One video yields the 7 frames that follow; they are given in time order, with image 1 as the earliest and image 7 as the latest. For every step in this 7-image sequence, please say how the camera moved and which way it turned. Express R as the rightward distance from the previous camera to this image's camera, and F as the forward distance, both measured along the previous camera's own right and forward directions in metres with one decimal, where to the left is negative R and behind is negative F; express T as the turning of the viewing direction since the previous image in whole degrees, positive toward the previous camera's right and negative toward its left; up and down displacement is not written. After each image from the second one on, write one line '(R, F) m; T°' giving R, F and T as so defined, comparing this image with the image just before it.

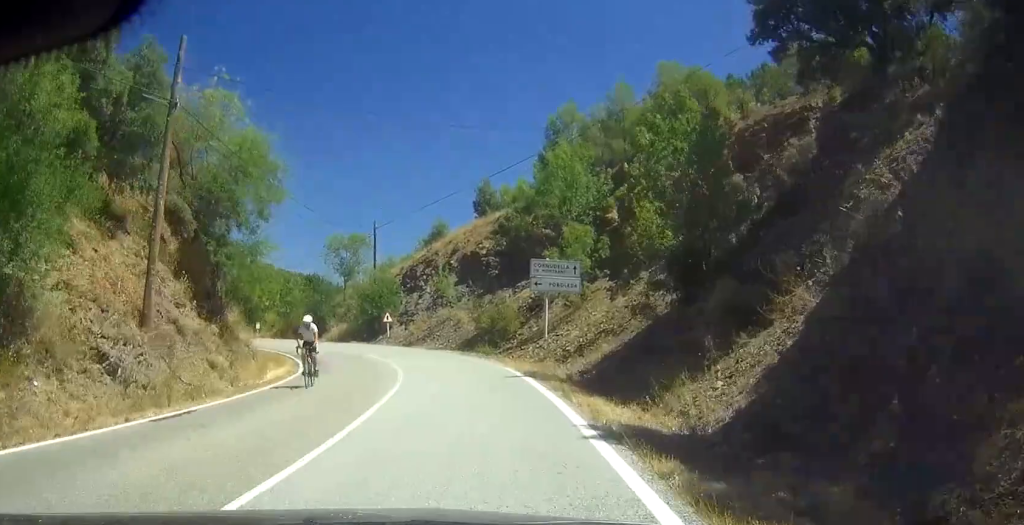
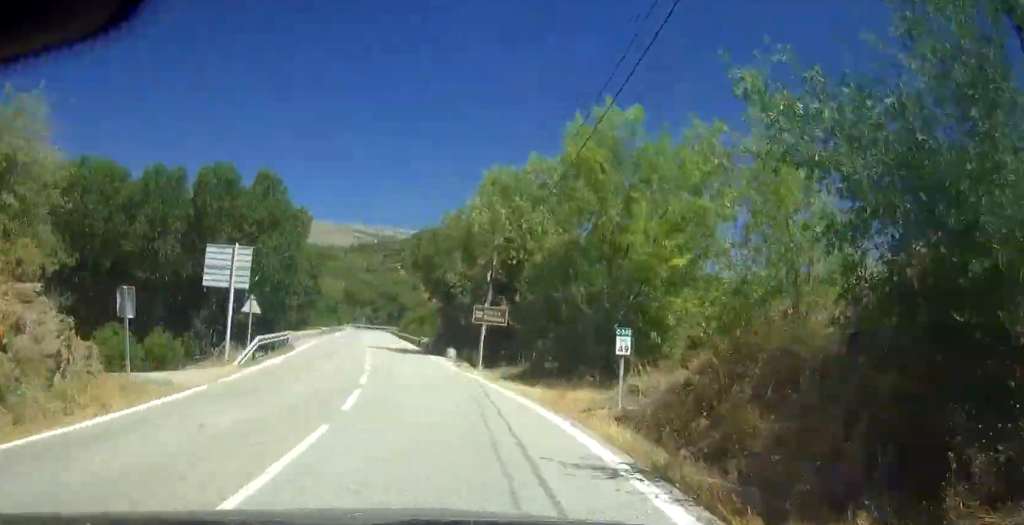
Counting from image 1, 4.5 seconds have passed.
(-12.9, +56.4) m; -23°
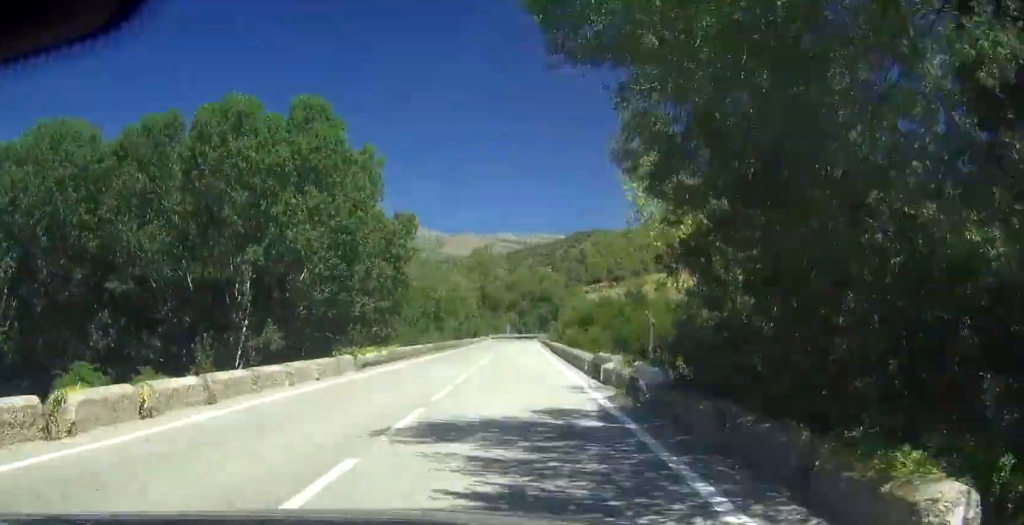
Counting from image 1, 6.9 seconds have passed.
(-3.6, +32.5) m; -7°
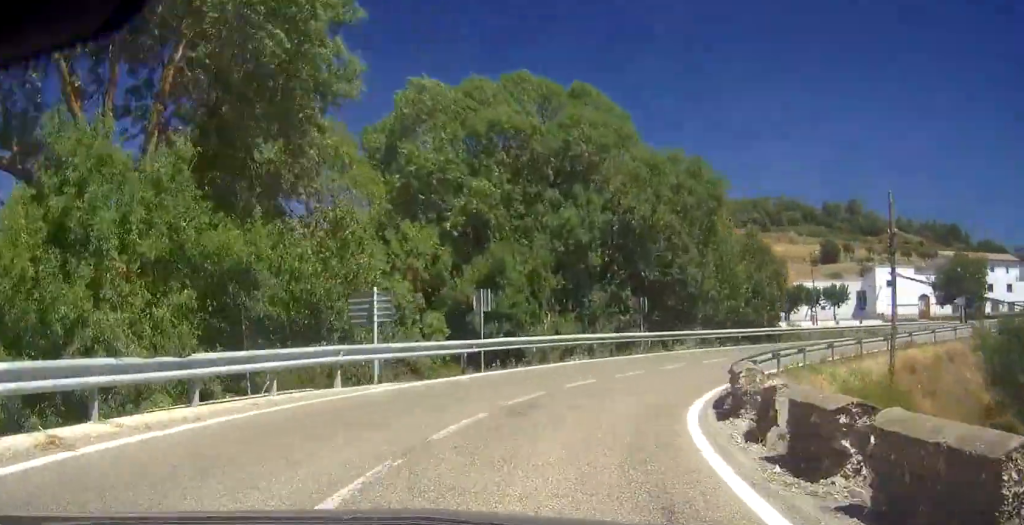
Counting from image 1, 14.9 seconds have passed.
(+3.8, +105.0) m; +24°
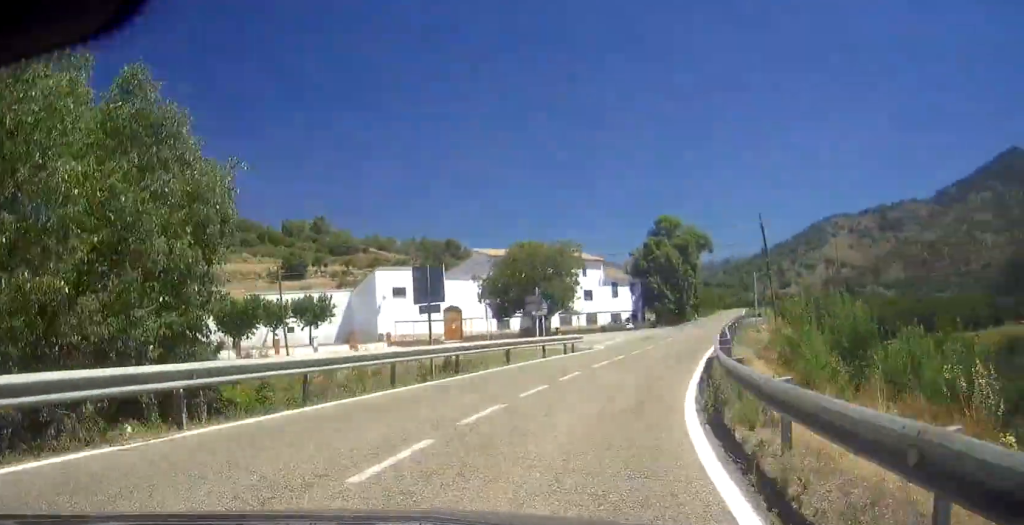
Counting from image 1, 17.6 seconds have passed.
(+4.1, +34.7) m; +21°
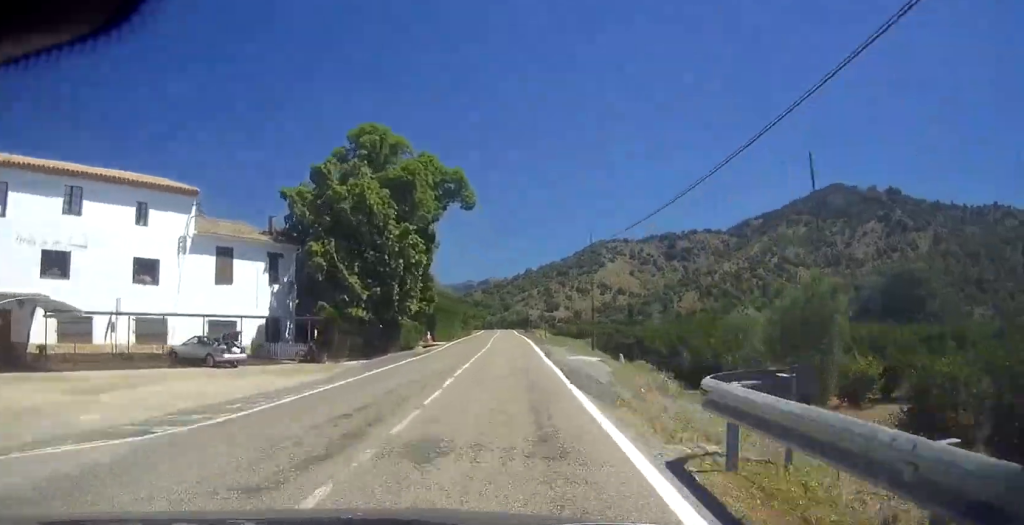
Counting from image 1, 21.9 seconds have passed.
(+14.6, +57.2) m; +14°
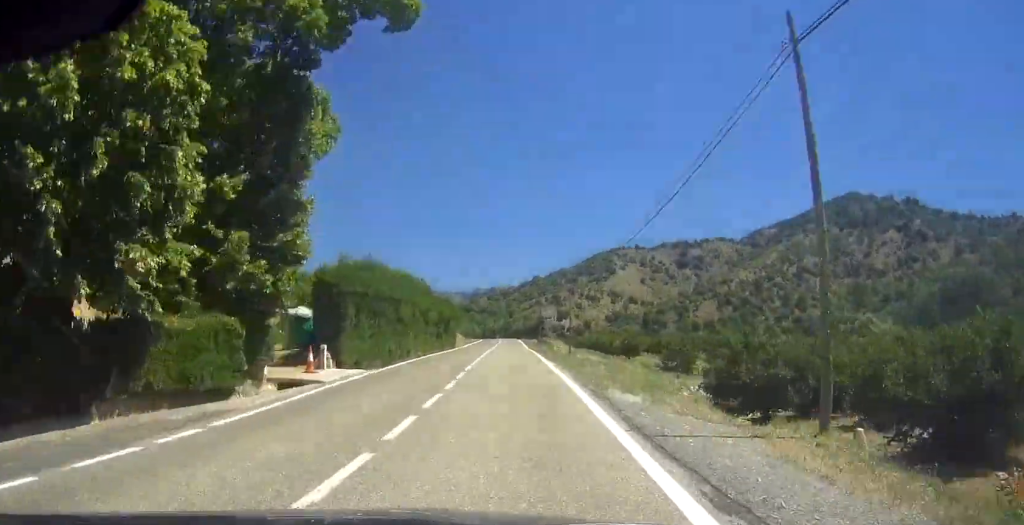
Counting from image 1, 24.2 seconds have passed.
(+0.1, +31.5) m; -1°
